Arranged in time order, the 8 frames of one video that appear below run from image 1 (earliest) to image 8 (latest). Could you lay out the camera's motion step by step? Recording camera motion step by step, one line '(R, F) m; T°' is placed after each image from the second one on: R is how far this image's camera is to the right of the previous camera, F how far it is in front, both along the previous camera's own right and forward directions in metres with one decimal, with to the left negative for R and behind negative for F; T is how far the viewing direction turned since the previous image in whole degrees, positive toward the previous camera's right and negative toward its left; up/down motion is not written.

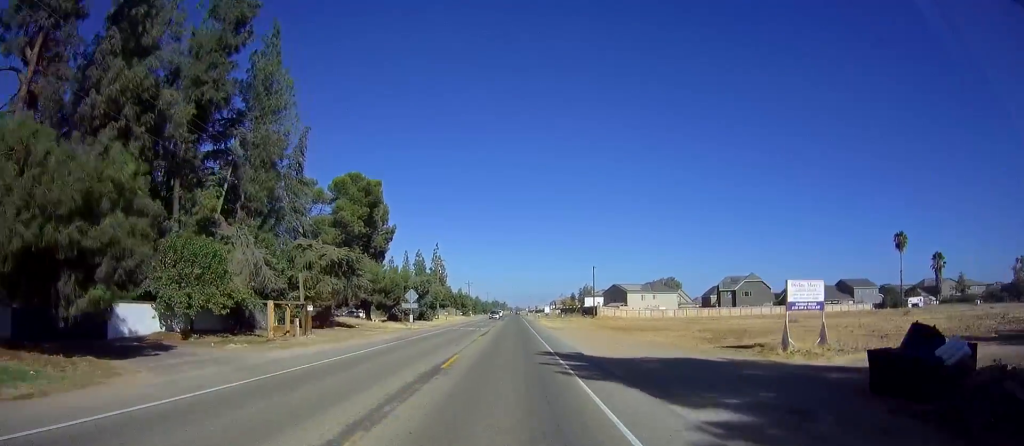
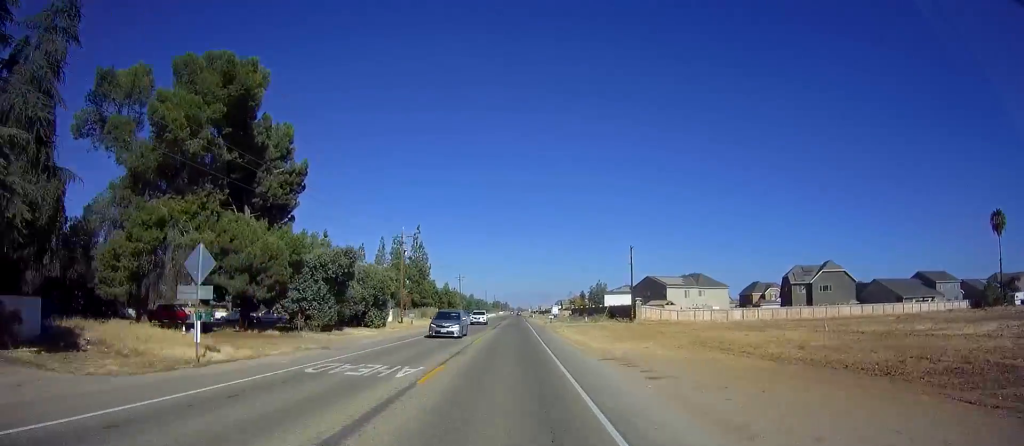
(-0.7, +33.1) m; -2°
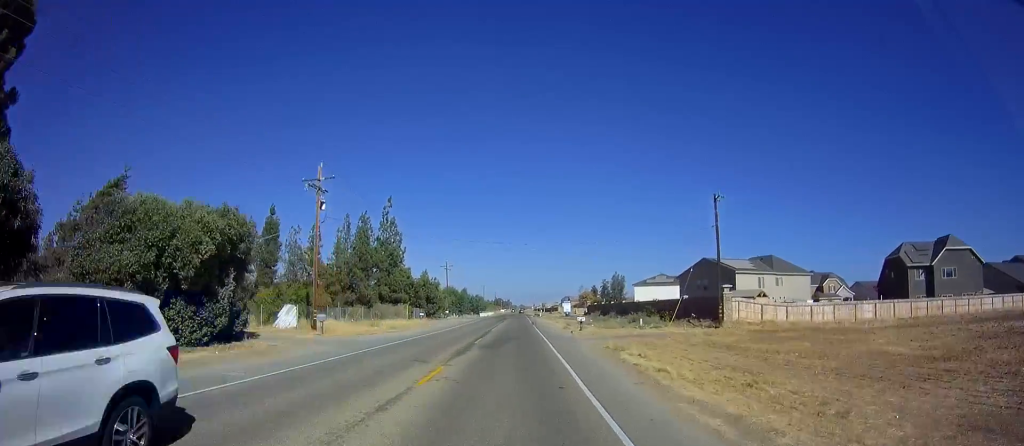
(-0.3, +30.1) m; -1°
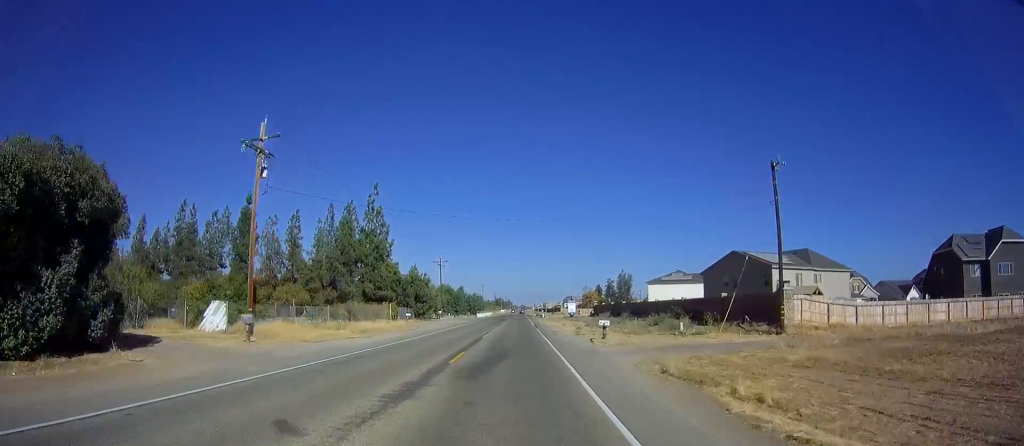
(0.0, +9.8) m; 0°
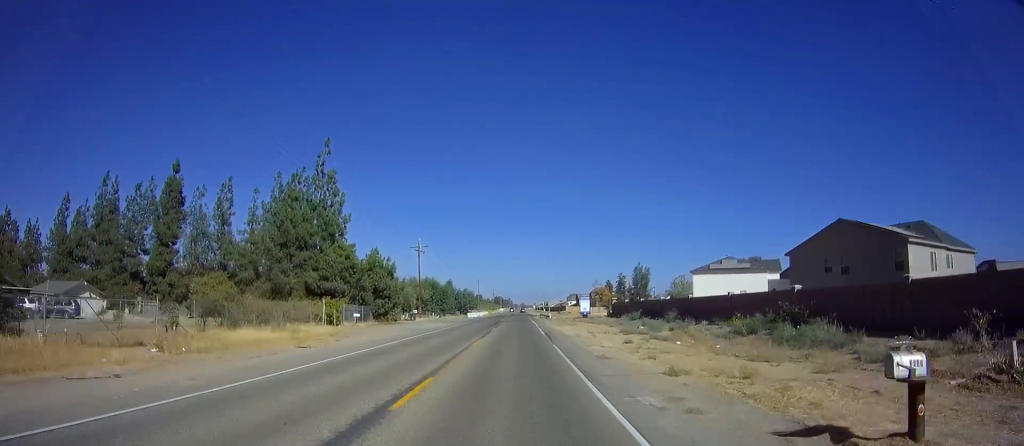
(+0.1, +22.0) m; 0°
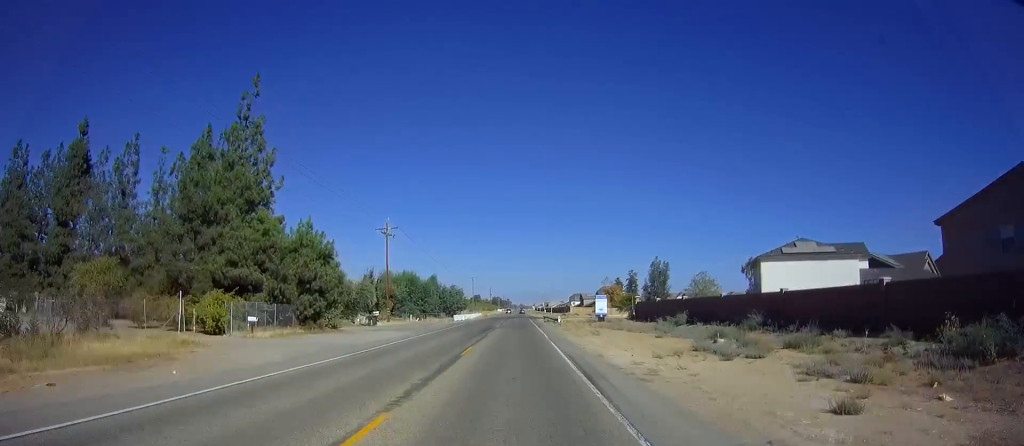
(0.0, +19.0) m; 0°
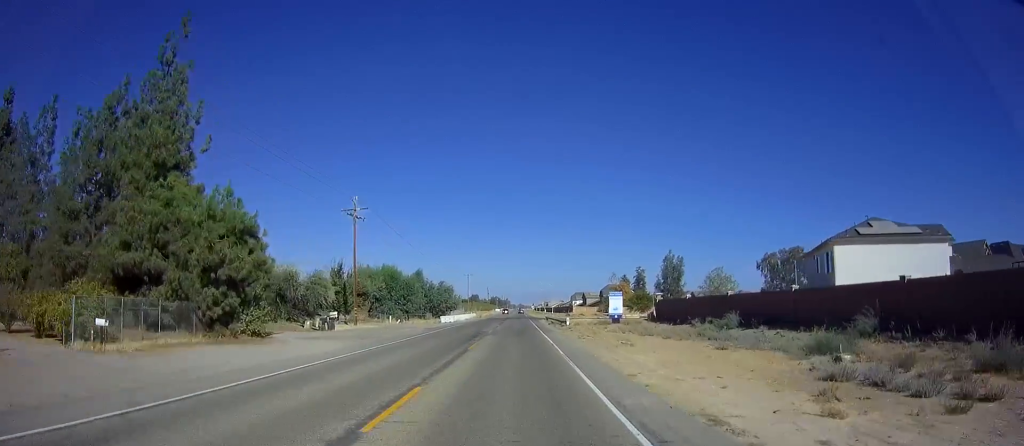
(-0.1, +11.9) m; 0°
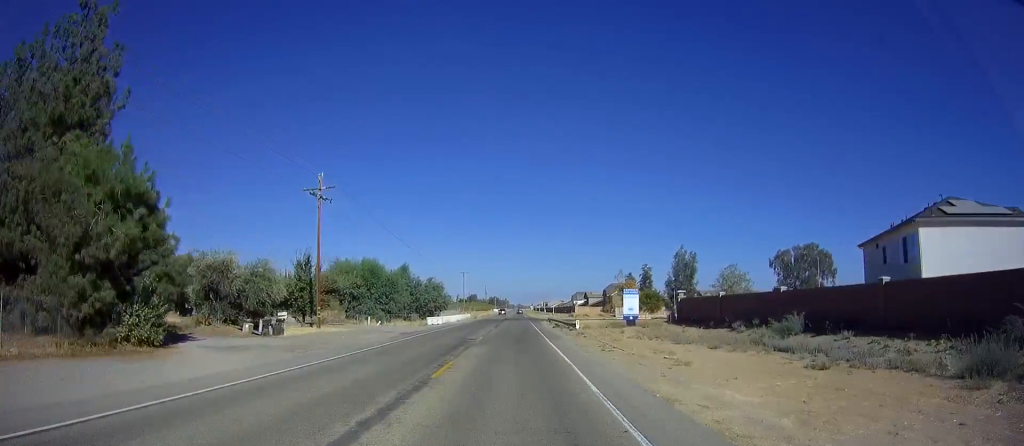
(+0.2, +9.0) m; 0°
